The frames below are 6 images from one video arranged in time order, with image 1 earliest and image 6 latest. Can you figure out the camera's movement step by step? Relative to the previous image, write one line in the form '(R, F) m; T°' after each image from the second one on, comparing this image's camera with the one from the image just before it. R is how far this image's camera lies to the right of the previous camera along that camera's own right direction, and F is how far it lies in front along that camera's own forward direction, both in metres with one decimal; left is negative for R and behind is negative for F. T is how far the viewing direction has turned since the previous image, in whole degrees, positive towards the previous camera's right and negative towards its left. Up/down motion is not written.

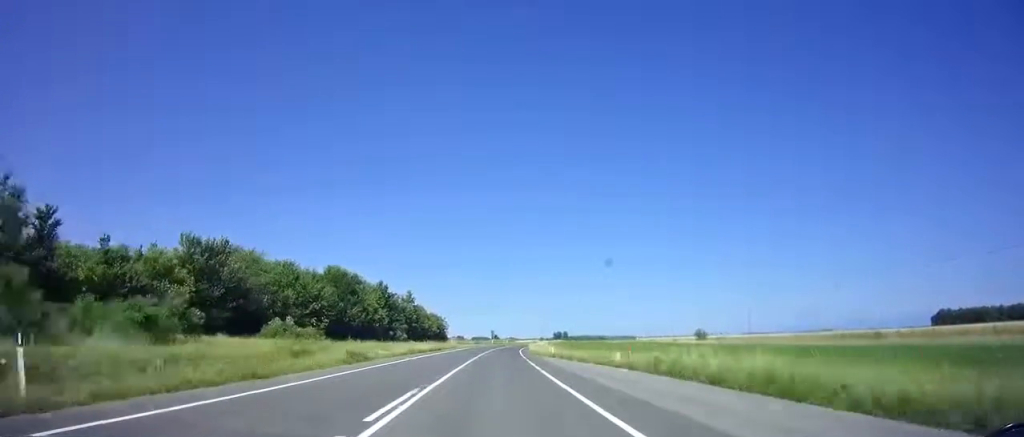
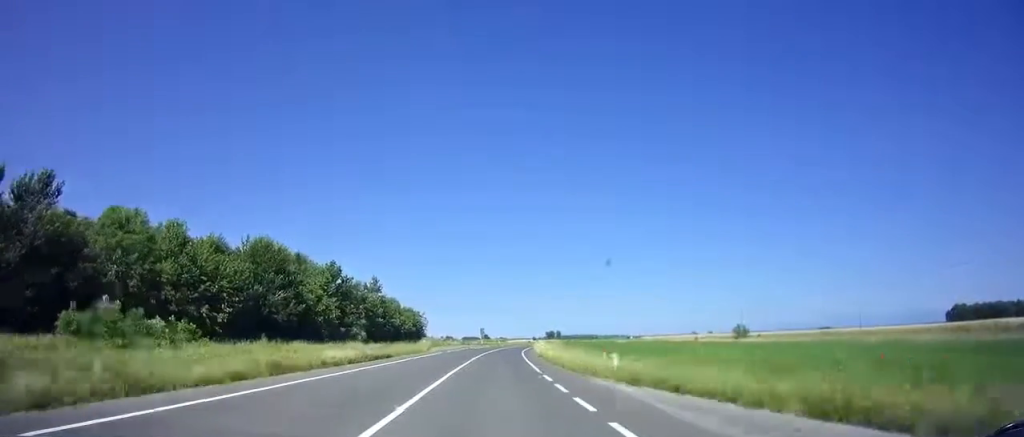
(+0.1, +24.3) m; +1°
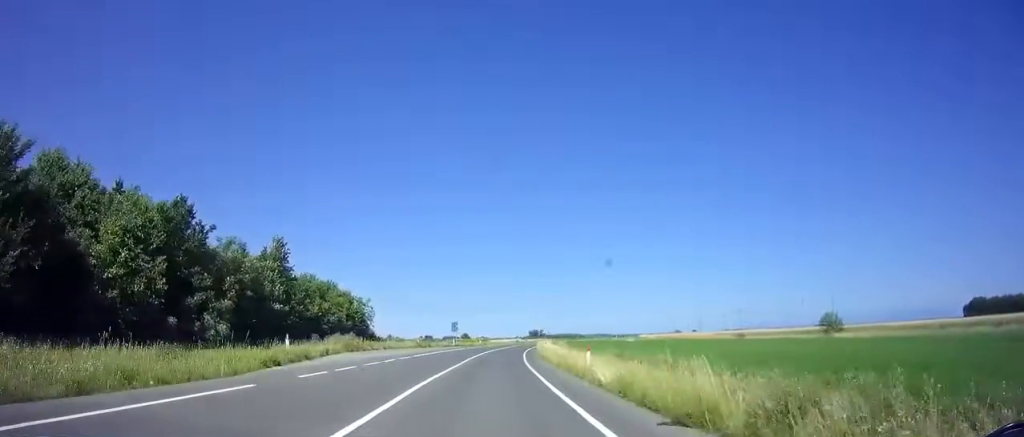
(+0.7, +32.6) m; +2°
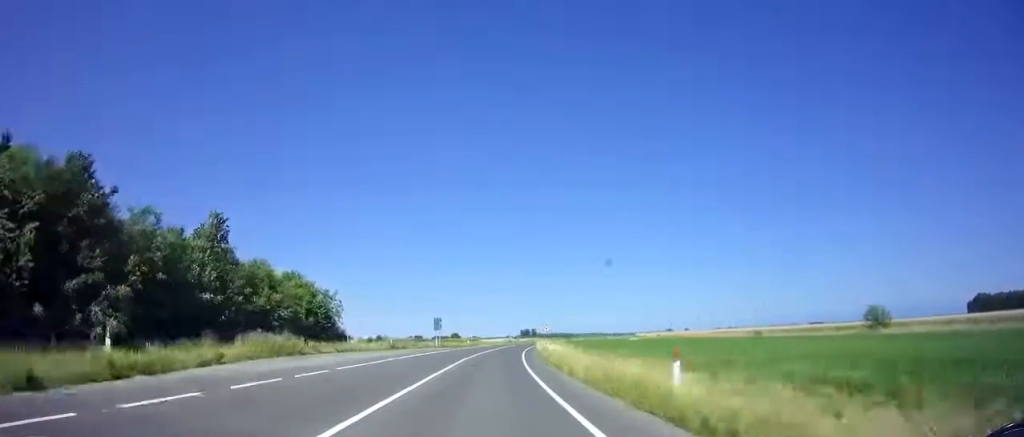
(+0.1, +11.7) m; 0°
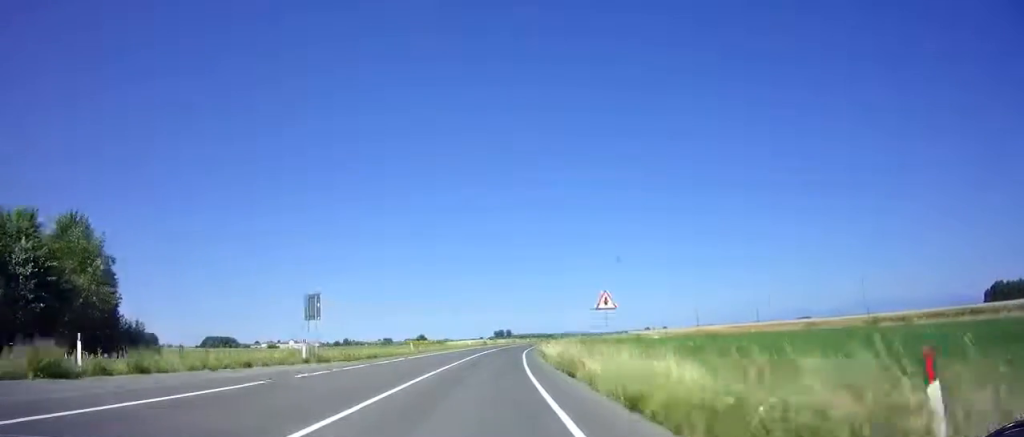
(+0.4, +35.7) m; +3°
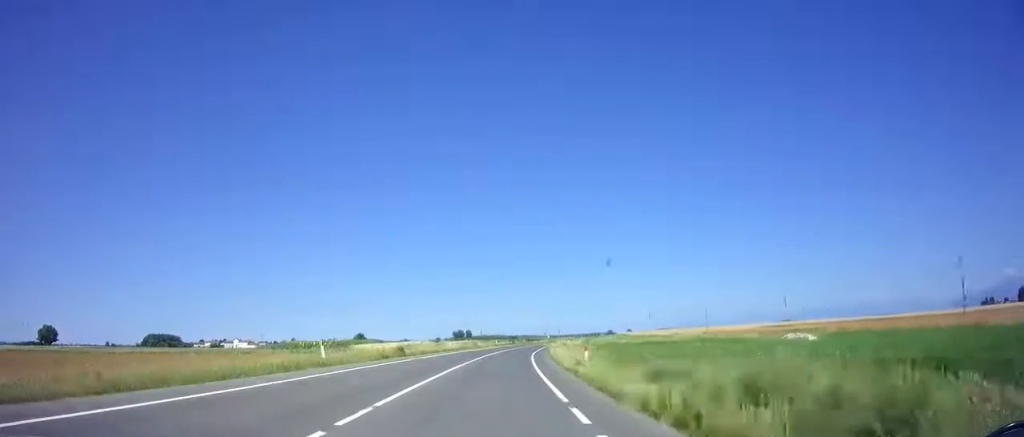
(+2.6, +53.7) m; +5°
